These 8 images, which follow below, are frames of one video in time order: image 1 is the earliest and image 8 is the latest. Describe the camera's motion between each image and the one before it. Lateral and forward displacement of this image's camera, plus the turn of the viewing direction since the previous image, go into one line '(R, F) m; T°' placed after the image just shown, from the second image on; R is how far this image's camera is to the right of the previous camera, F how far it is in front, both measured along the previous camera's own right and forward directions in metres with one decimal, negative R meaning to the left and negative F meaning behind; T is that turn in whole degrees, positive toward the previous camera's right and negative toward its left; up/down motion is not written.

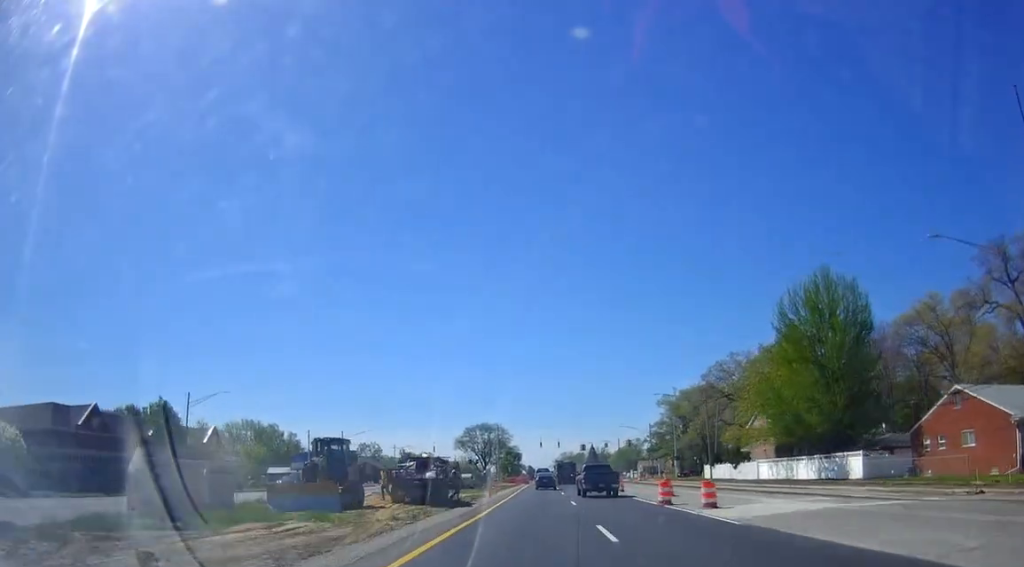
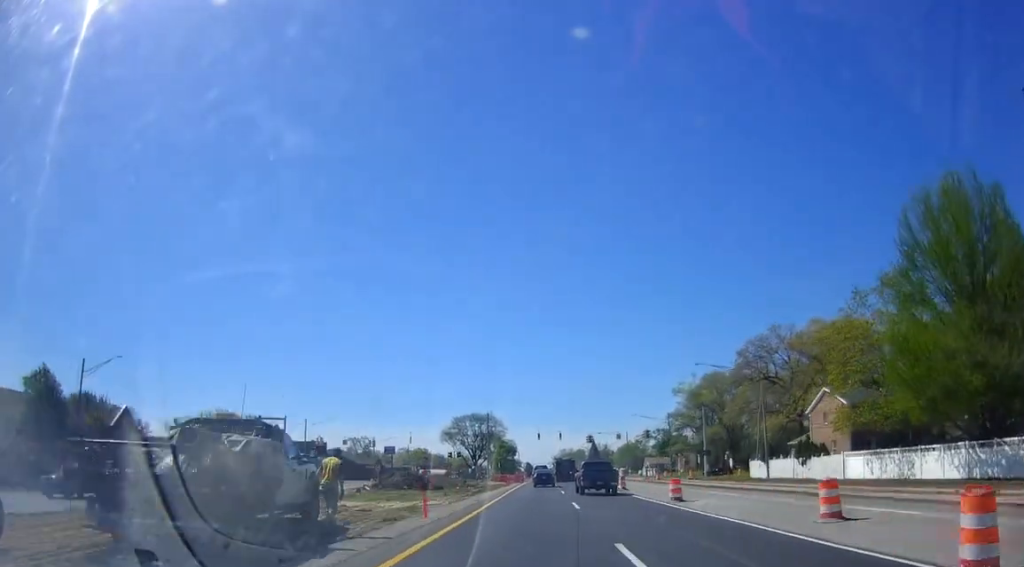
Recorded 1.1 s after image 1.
(-0.5, +19.5) m; -1°
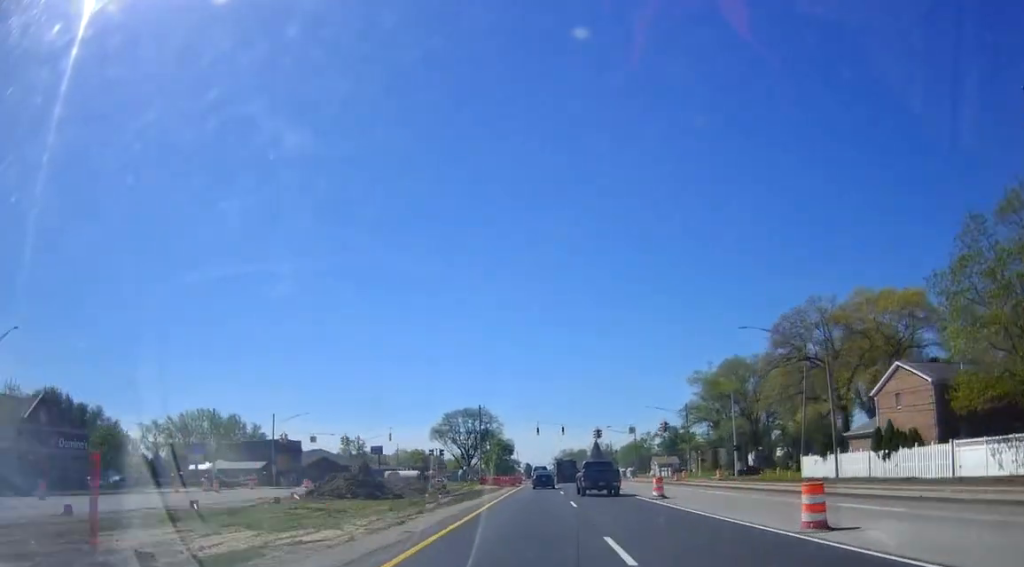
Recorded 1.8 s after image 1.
(-0.1, +13.6) m; 0°
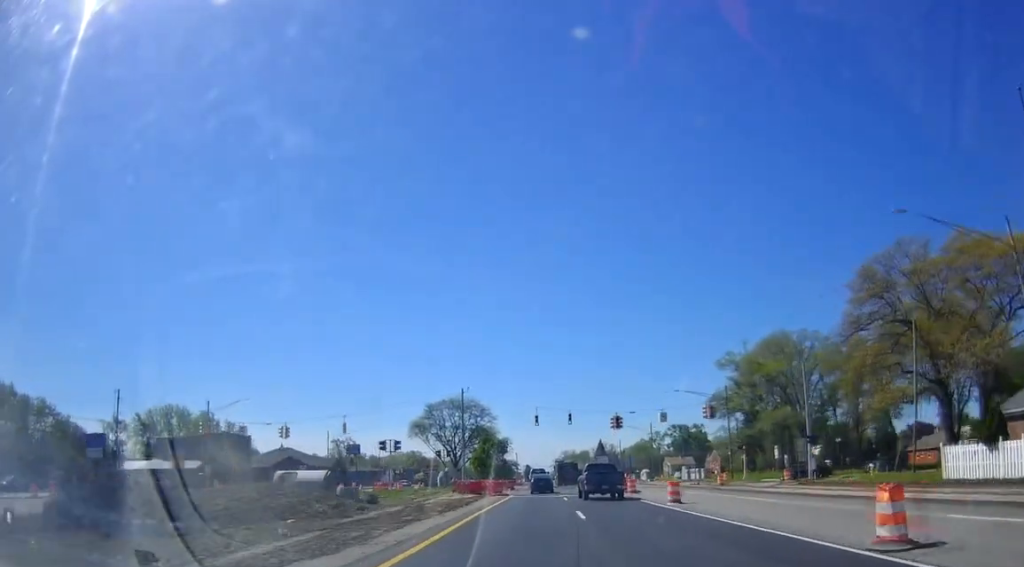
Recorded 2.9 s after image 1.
(+0.3, +20.5) m; +1°
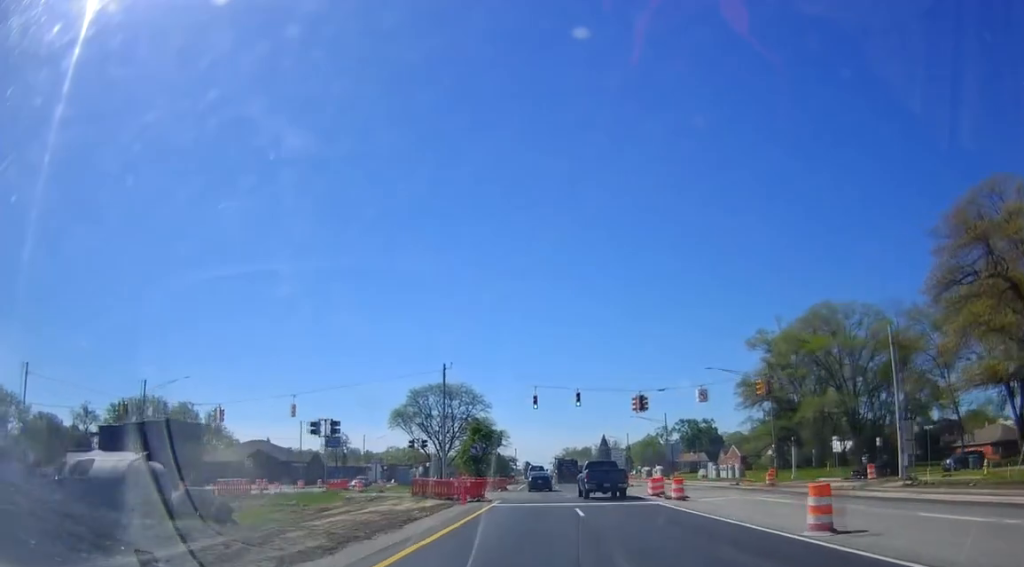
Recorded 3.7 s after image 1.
(0.0, +14.3) m; 0°
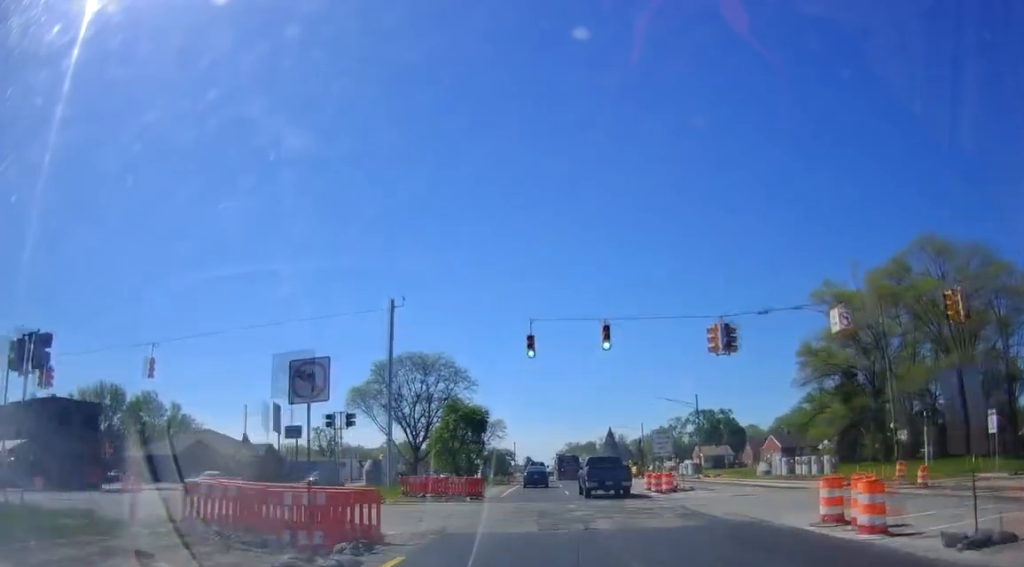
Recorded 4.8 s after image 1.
(+0.2, +21.3) m; +2°
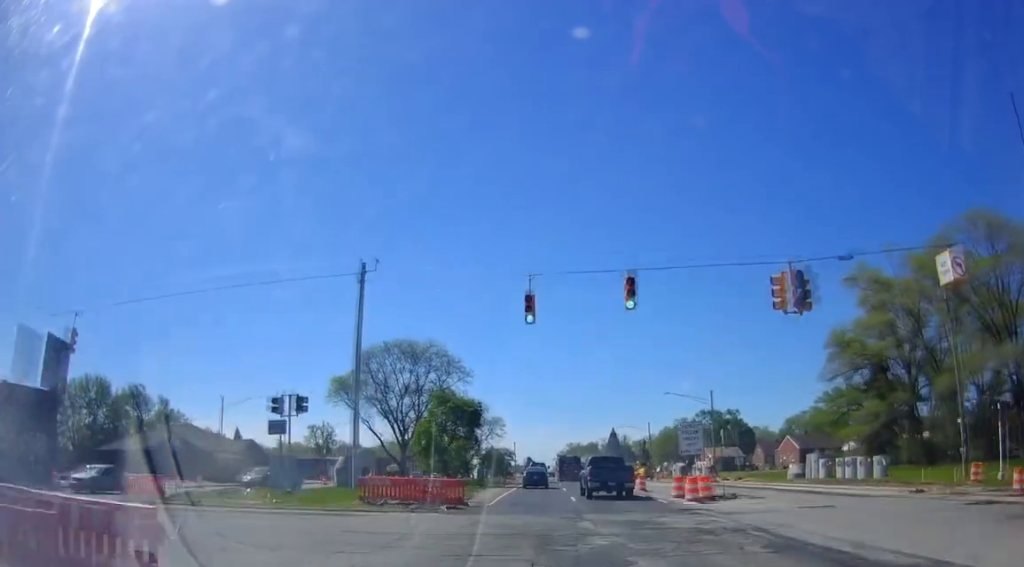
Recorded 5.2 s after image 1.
(+0.1, +7.2) m; +1°
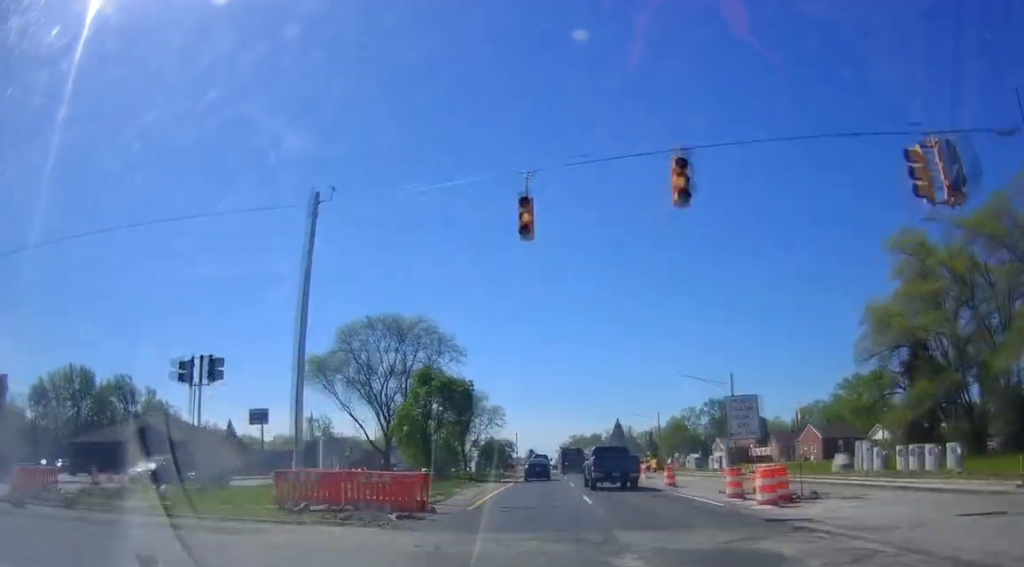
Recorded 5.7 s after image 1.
(0.0, +7.7) m; 0°
